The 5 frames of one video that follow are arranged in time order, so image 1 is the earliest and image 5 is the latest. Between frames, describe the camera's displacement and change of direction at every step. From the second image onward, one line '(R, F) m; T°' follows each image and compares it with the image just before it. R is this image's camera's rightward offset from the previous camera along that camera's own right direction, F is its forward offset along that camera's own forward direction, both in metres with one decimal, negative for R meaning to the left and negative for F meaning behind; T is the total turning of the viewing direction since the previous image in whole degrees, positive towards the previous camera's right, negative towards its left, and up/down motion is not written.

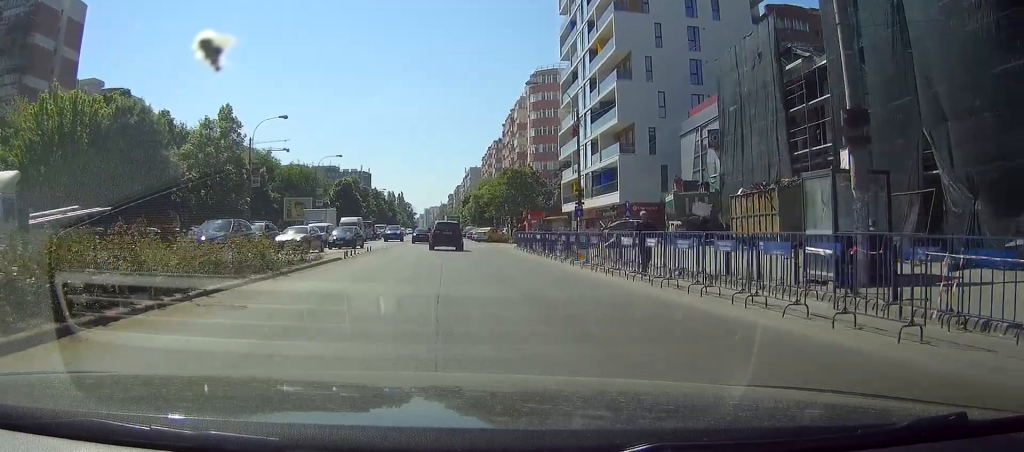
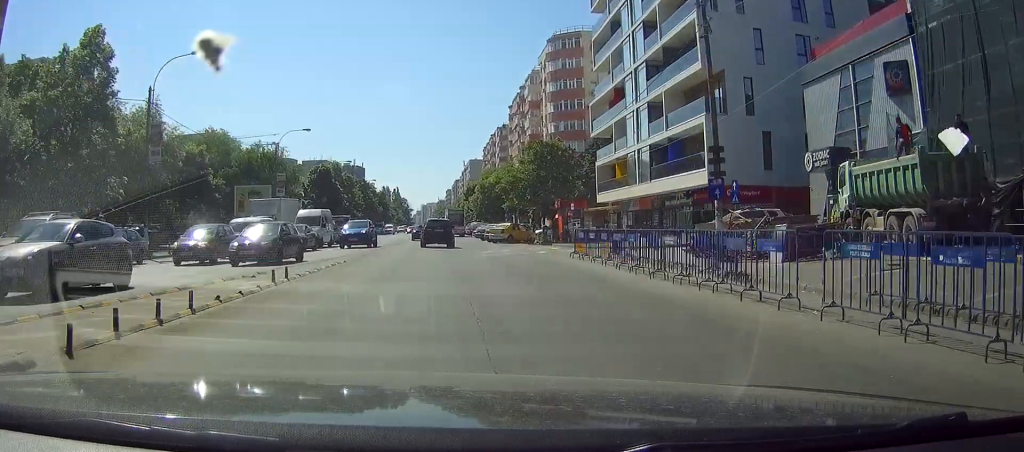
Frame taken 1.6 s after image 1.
(+0.1, +22.5) m; 0°
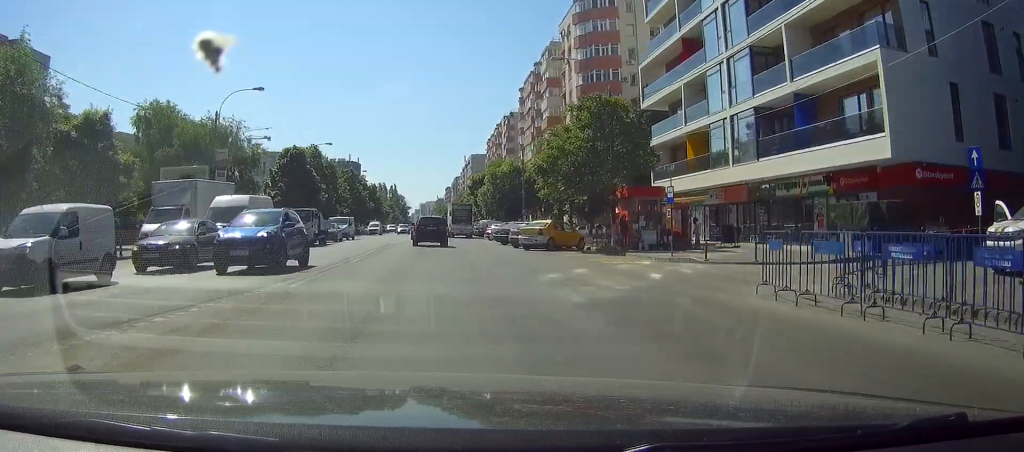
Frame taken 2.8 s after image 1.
(+0.1, +19.2) m; +1°
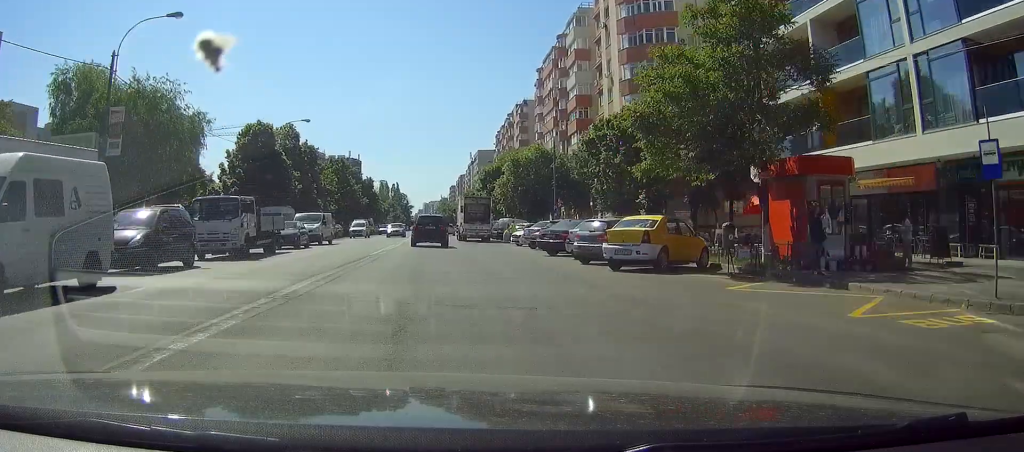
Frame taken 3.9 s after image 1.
(+0.1, +17.1) m; 0°
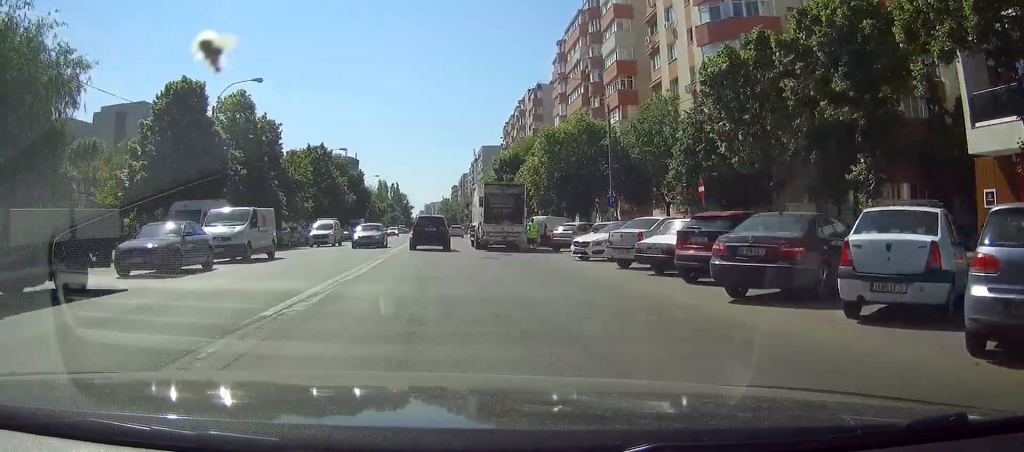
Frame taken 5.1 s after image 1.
(-0.1, +18.1) m; 0°
